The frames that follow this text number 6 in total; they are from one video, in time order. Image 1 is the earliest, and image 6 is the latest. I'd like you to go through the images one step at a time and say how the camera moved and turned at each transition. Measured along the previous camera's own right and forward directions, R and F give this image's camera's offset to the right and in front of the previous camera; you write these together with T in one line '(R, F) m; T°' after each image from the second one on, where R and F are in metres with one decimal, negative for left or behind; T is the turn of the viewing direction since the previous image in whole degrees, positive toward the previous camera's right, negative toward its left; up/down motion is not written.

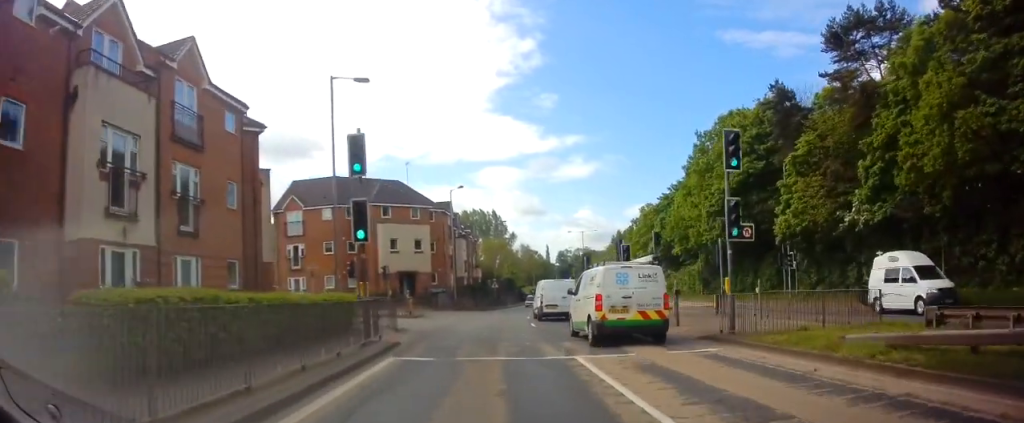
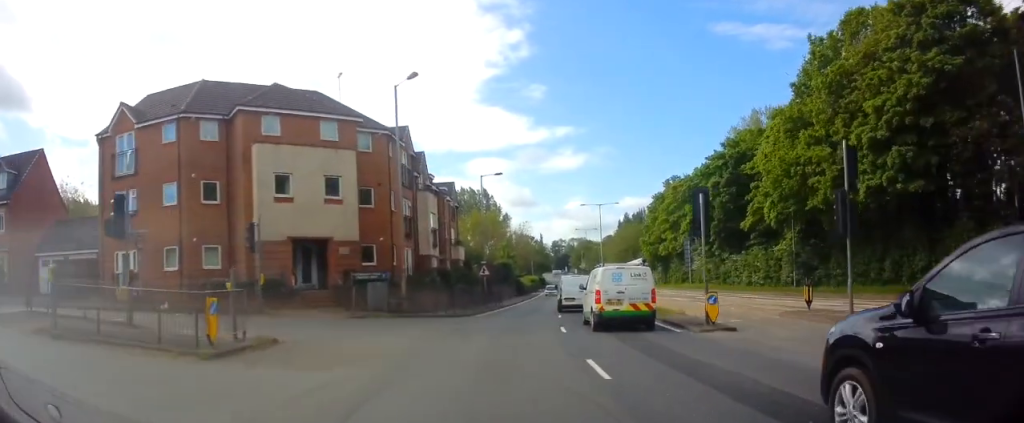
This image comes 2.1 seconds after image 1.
(-0.2, +23.7) m; -1°
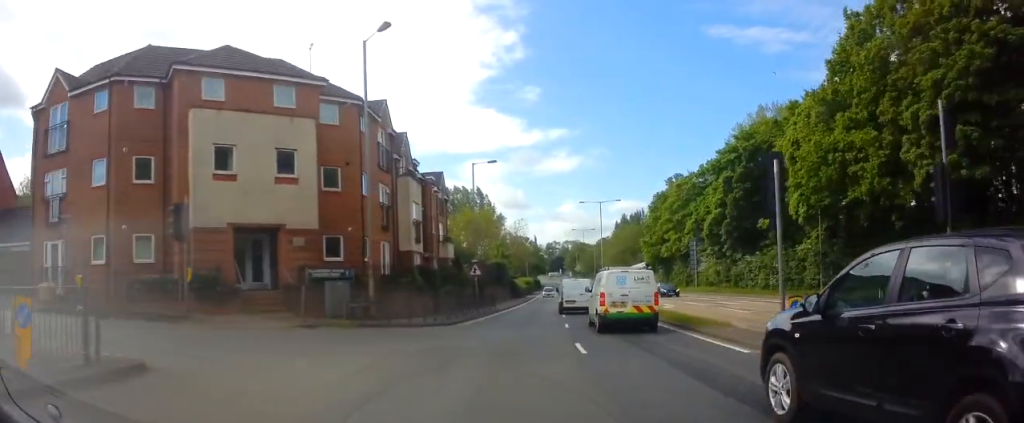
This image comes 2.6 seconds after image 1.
(+0.1, +5.0) m; +1°
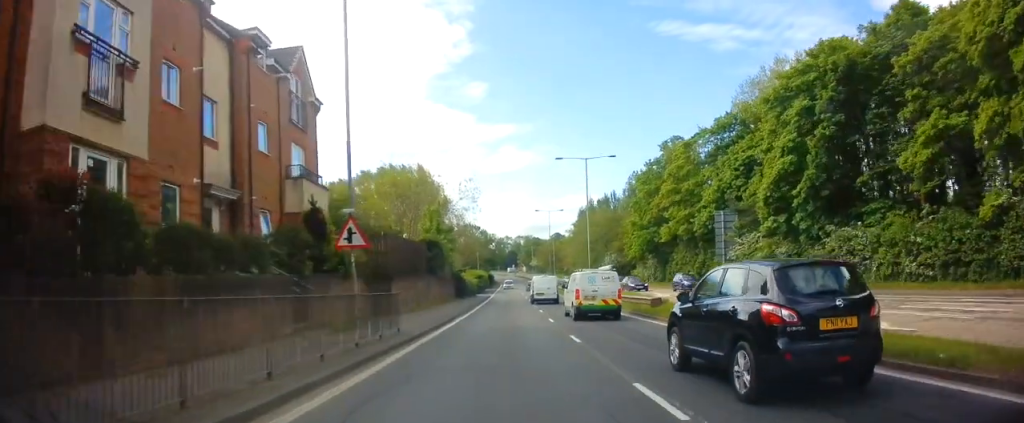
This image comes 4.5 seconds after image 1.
(+0.8, +23.5) m; +4°
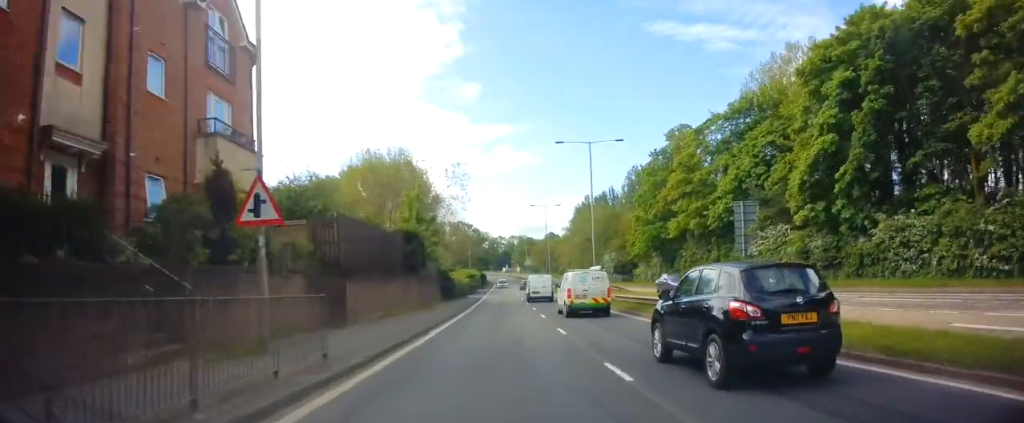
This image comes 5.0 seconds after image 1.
(+0.1, +5.8) m; +1°
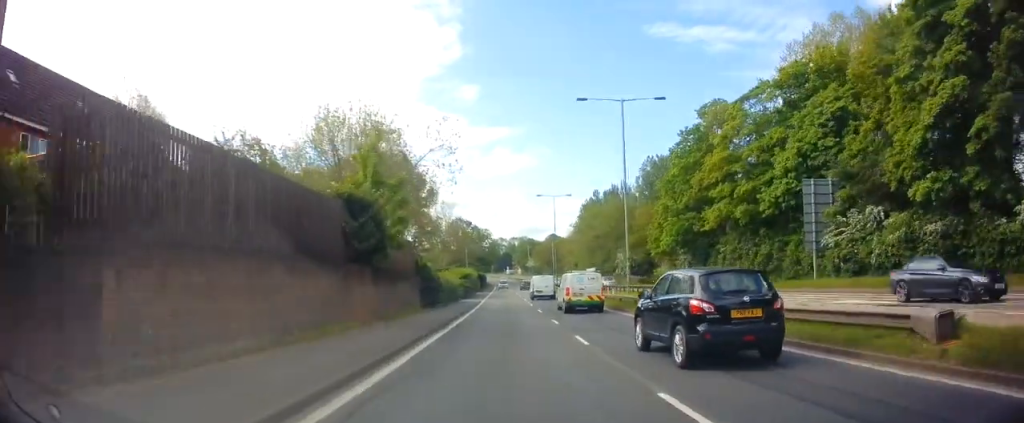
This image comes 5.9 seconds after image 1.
(+0.1, +11.3) m; +1°
